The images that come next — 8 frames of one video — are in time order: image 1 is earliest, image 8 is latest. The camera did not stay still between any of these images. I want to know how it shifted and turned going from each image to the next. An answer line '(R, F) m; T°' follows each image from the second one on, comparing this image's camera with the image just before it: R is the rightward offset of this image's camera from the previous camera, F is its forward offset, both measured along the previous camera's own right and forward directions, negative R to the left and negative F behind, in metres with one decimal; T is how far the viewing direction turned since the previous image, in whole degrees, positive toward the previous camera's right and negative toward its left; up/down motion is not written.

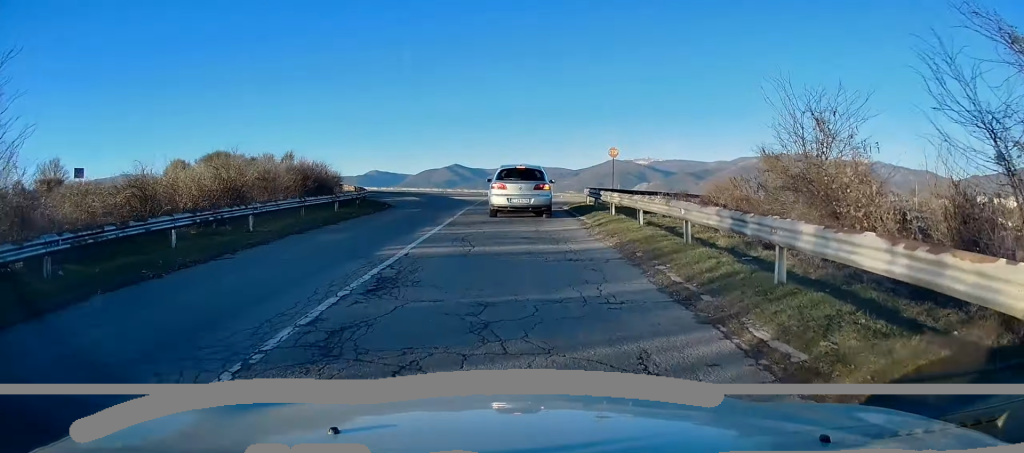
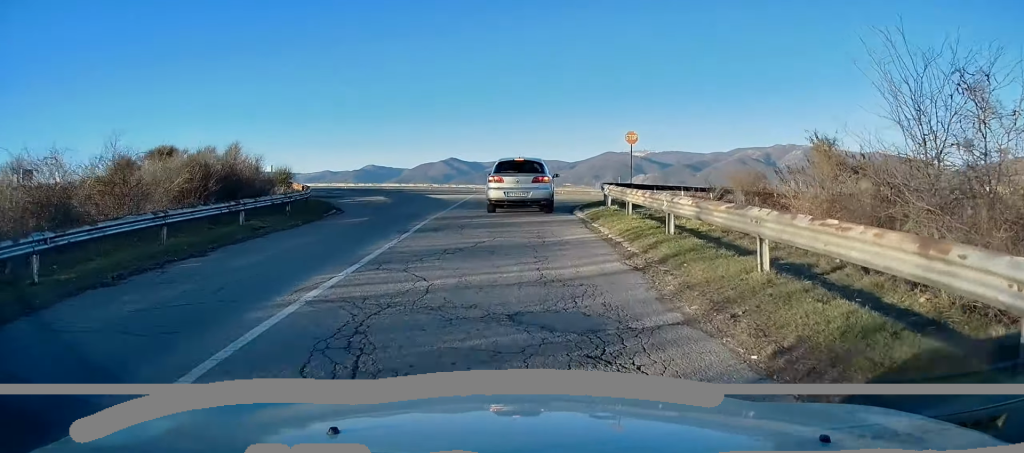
(+0.1, +8.7) m; 0°
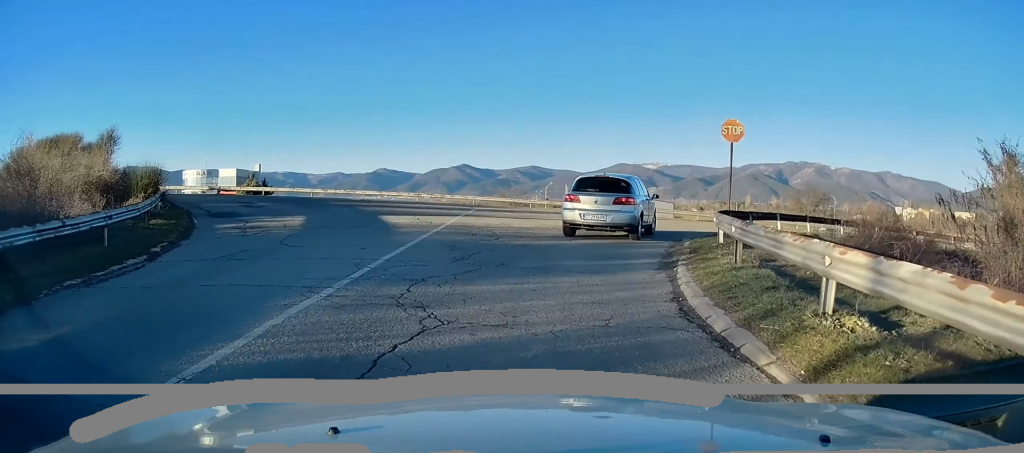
(-0.1, +14.1) m; -1°
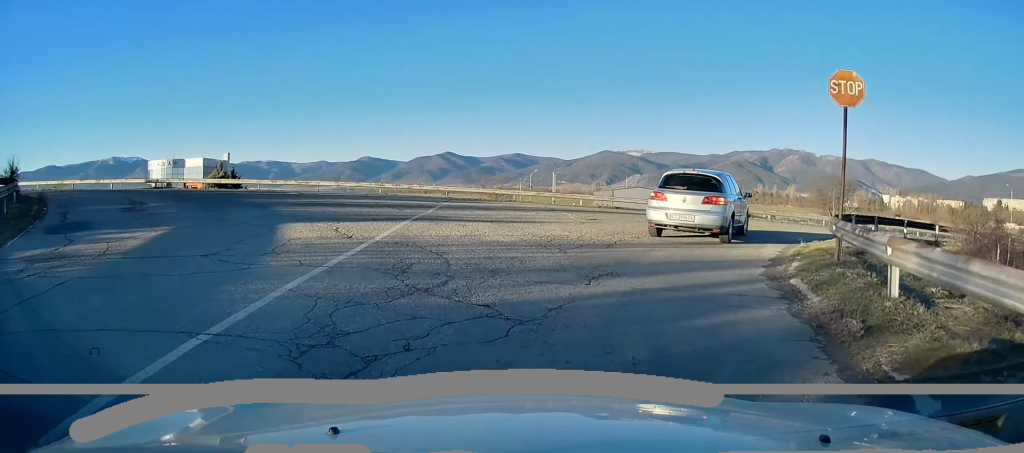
(0.0, +7.9) m; 0°
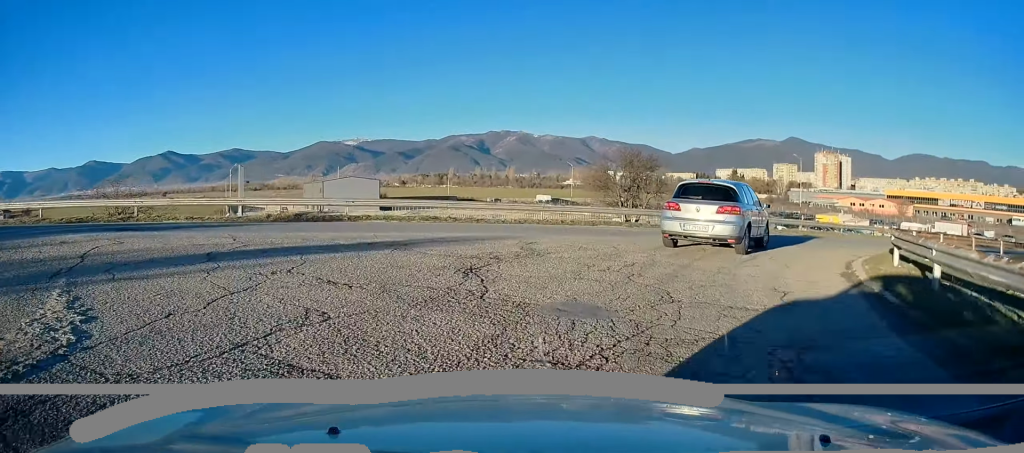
(+2.5, +16.4) m; +21°
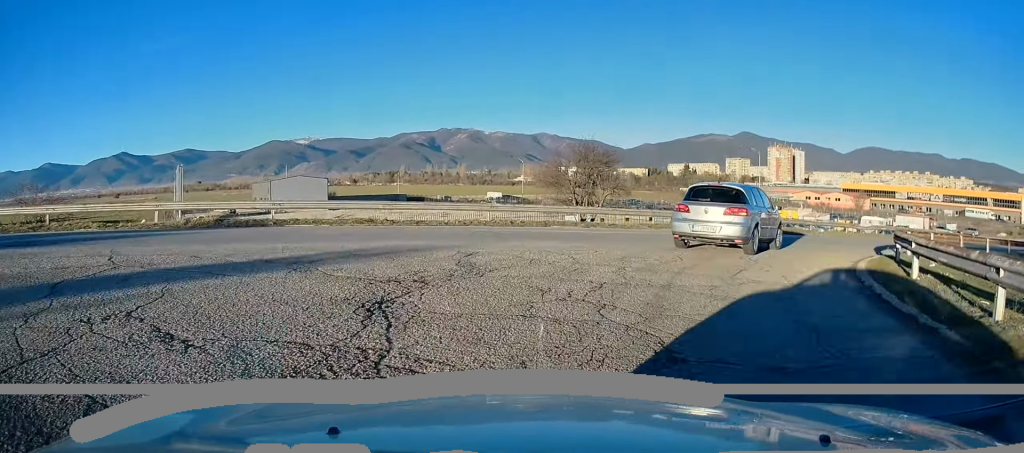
(+0.1, +2.5) m; +3°
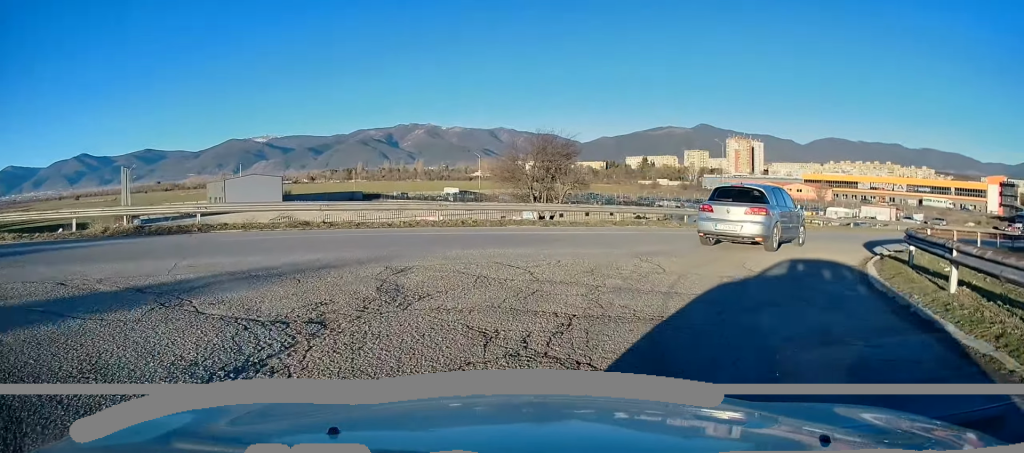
(+0.1, +2.4) m; +5°
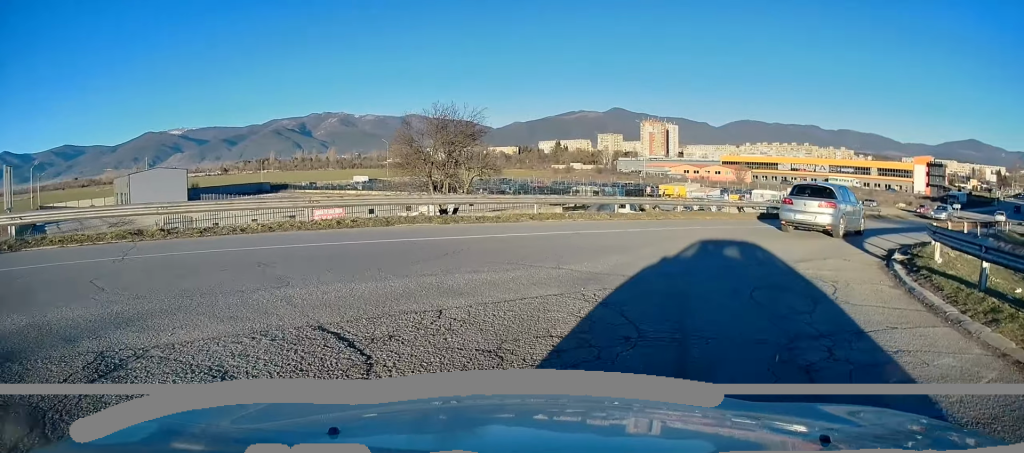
(+0.5, +5.2) m; +12°
